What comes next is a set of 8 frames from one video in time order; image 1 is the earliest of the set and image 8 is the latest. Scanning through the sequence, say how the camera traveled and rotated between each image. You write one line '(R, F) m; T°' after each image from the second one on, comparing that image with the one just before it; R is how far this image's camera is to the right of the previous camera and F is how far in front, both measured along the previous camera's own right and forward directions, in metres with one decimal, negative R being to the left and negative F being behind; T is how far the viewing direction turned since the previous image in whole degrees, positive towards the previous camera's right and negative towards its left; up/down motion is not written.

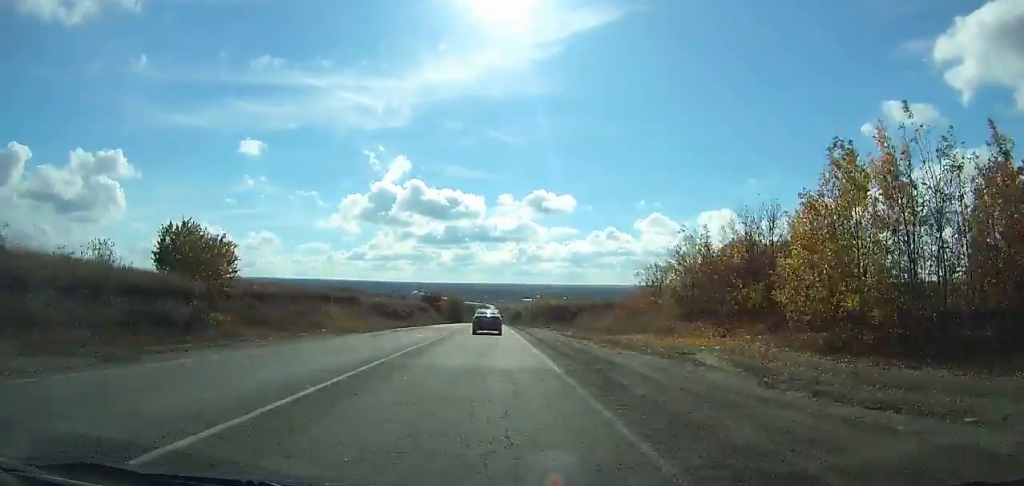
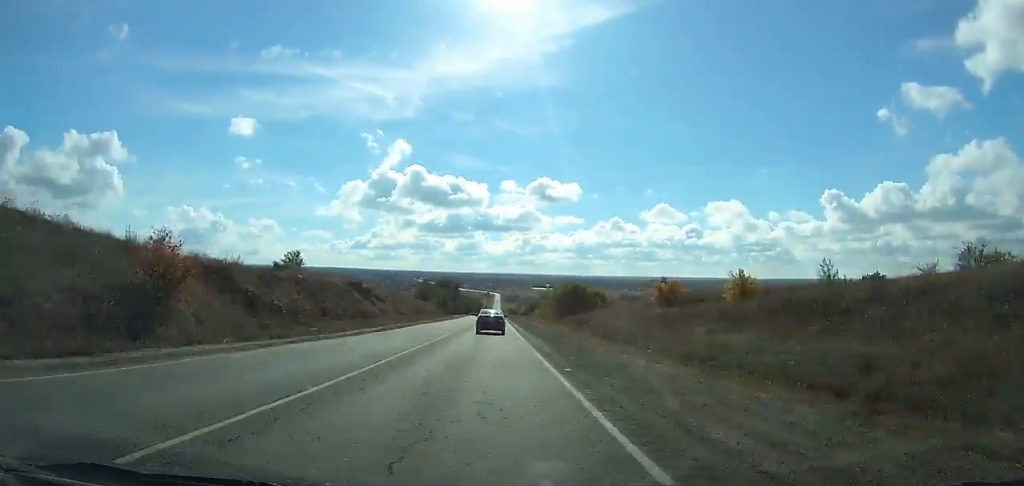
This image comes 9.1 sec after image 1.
(-1.8, +211.0) m; 0°
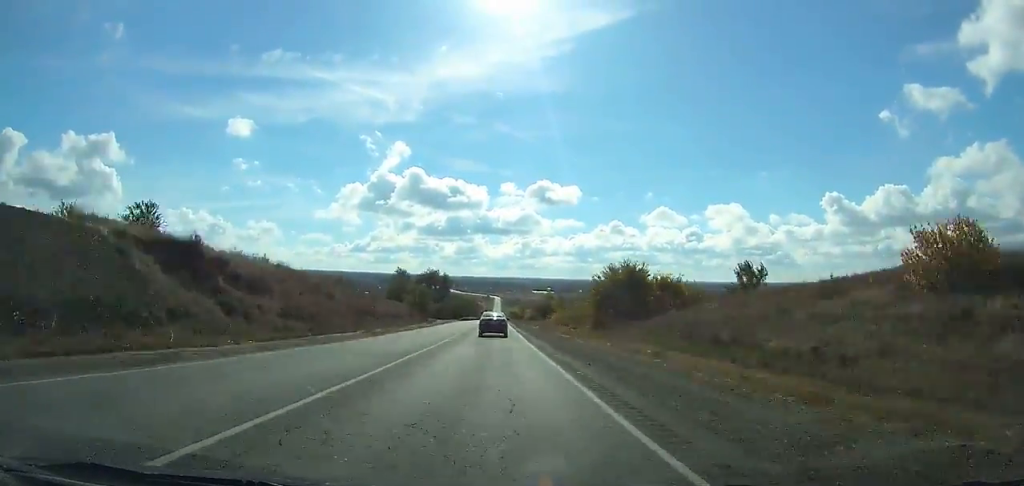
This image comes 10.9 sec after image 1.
(+0.1, +42.7) m; 0°
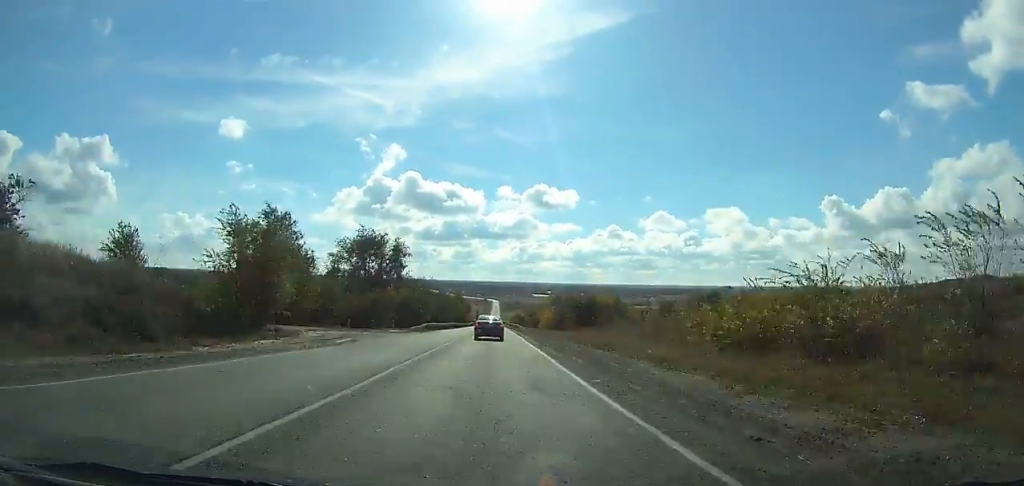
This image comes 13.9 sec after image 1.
(-0.3, +71.6) m; 0°
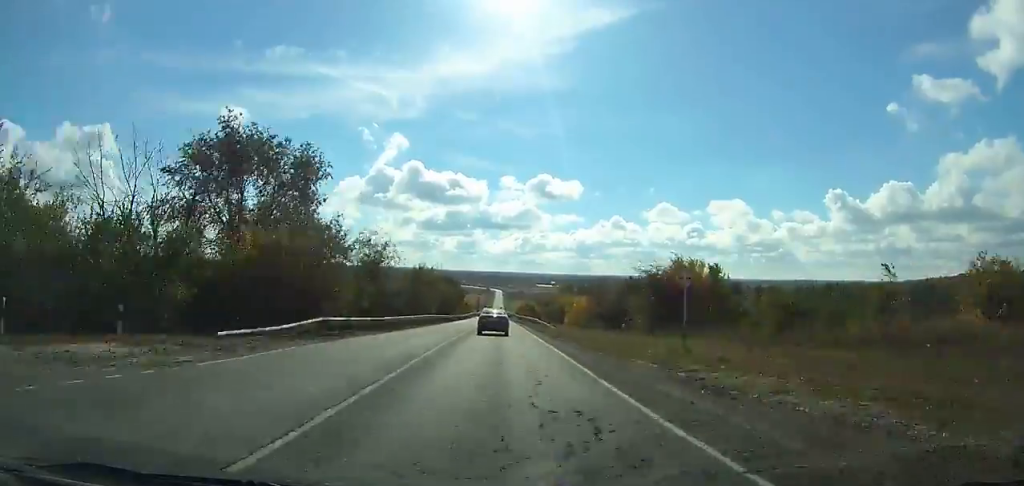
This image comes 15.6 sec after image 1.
(-0.1, +40.5) m; 0°
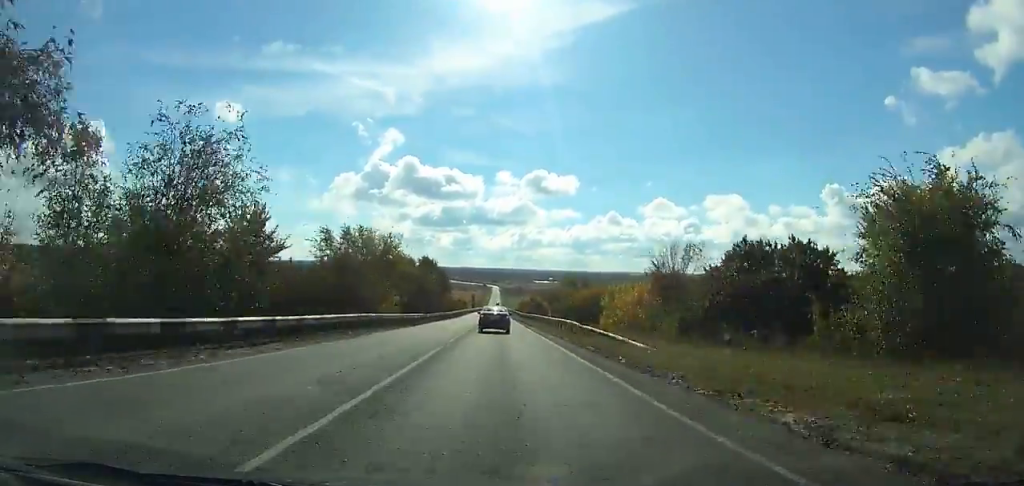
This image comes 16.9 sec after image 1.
(0.0, +30.5) m; 0°
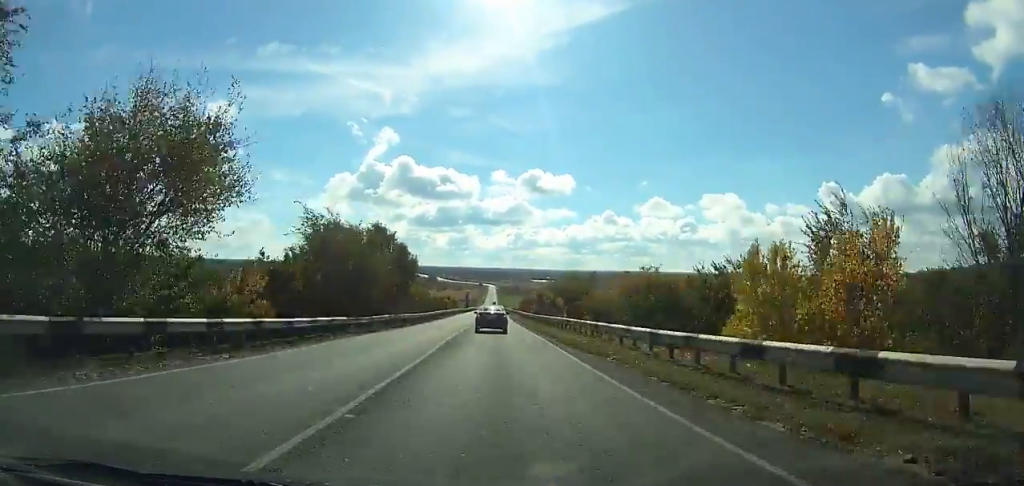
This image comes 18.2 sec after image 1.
(0.0, +30.1) m; +1°
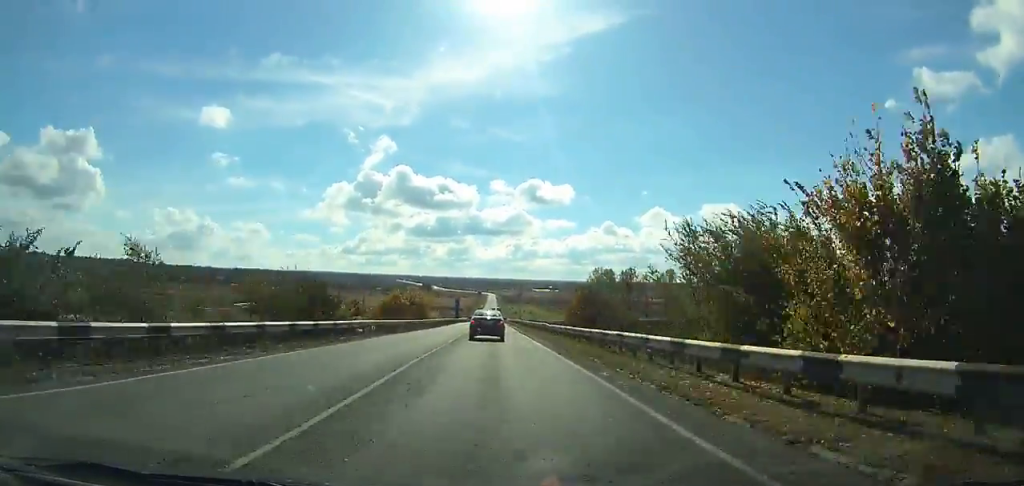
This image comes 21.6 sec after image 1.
(+1.3, +76.3) m; 0°
